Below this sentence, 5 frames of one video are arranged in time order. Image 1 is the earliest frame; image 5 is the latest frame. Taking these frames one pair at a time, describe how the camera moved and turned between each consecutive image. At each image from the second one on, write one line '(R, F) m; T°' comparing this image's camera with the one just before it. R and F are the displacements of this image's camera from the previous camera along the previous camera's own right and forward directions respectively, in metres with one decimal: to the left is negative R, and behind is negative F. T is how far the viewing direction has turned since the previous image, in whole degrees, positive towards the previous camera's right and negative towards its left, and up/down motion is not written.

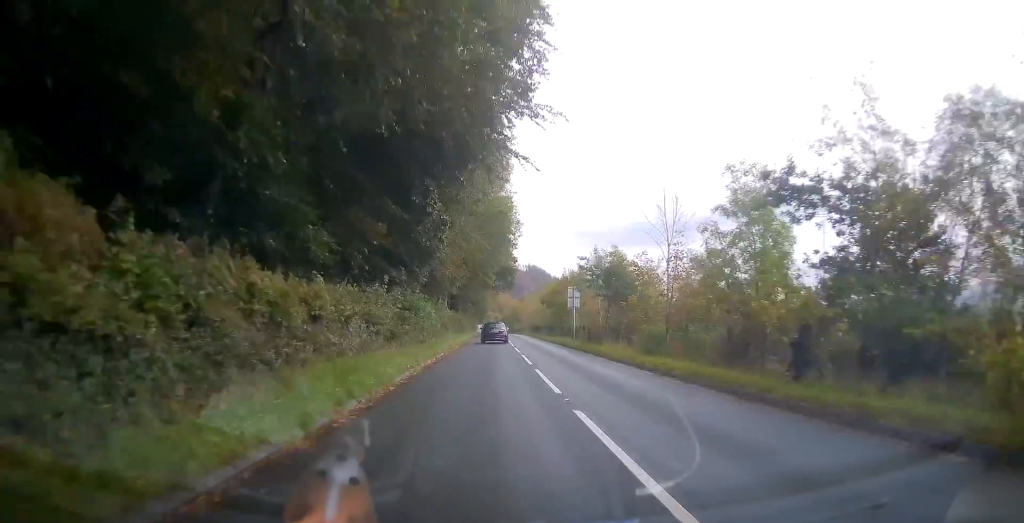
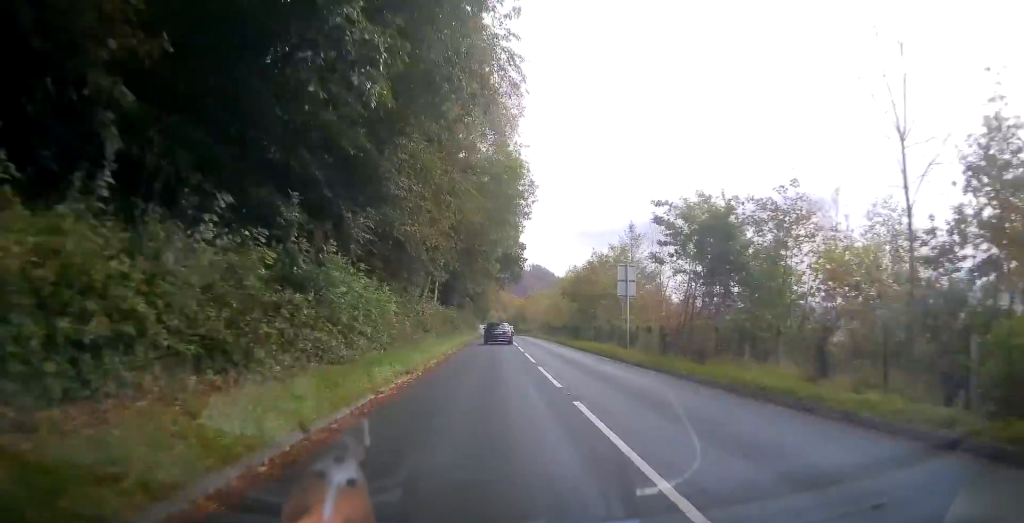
(+0.1, +19.3) m; 0°
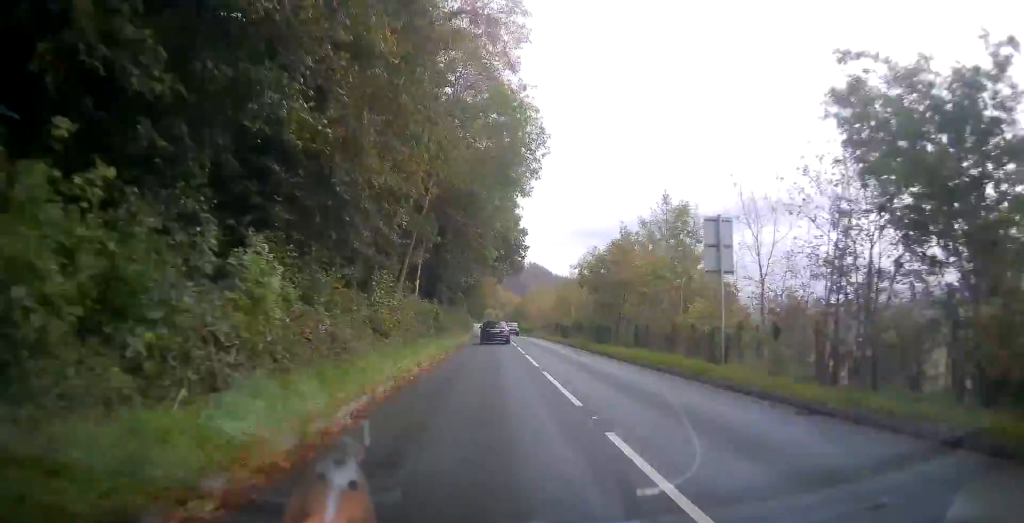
(0.0, +12.9) m; 0°
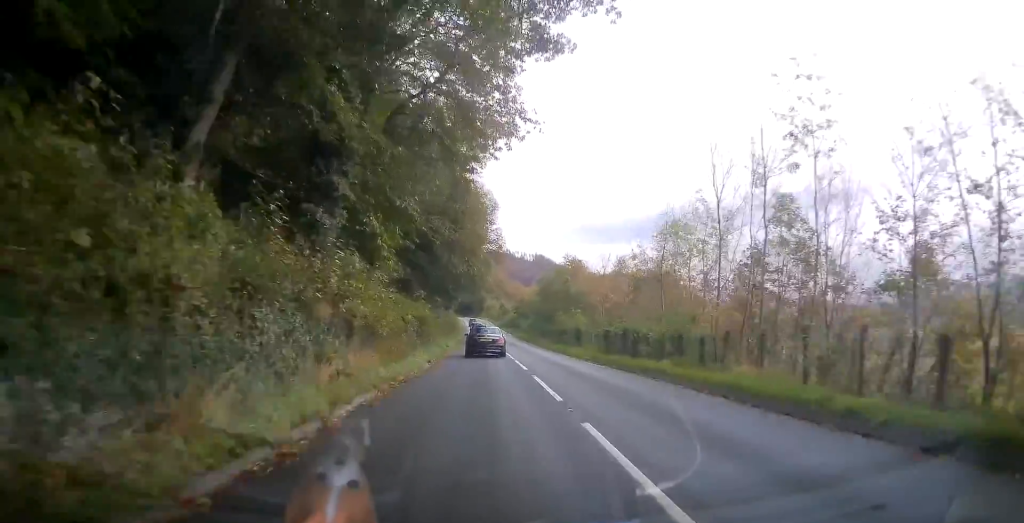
(-0.2, +69.9) m; -1°
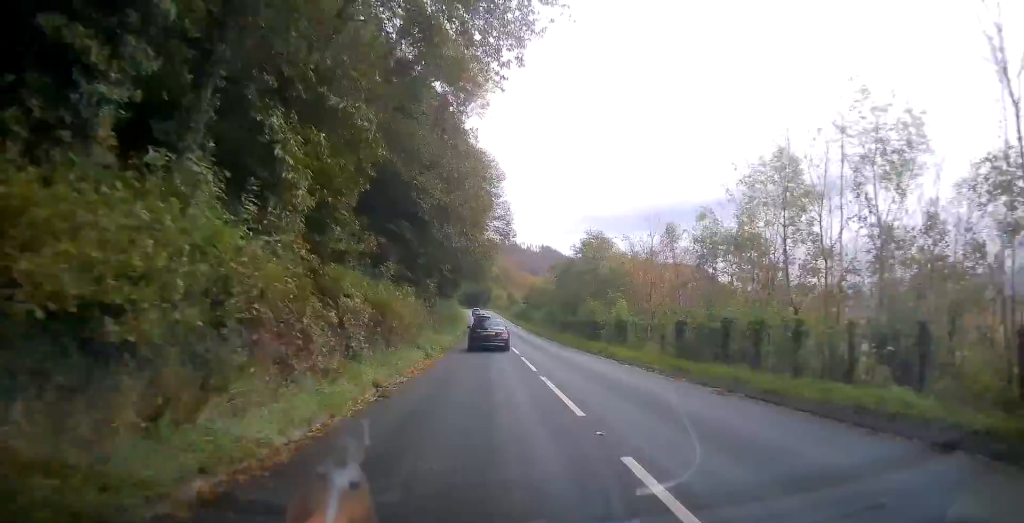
(0.0, +10.6) m; 0°
